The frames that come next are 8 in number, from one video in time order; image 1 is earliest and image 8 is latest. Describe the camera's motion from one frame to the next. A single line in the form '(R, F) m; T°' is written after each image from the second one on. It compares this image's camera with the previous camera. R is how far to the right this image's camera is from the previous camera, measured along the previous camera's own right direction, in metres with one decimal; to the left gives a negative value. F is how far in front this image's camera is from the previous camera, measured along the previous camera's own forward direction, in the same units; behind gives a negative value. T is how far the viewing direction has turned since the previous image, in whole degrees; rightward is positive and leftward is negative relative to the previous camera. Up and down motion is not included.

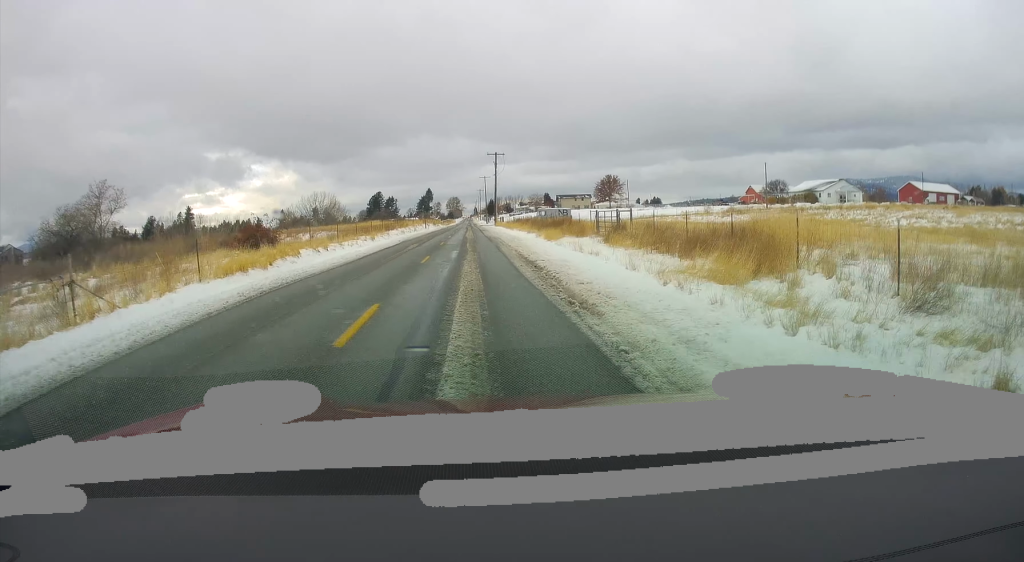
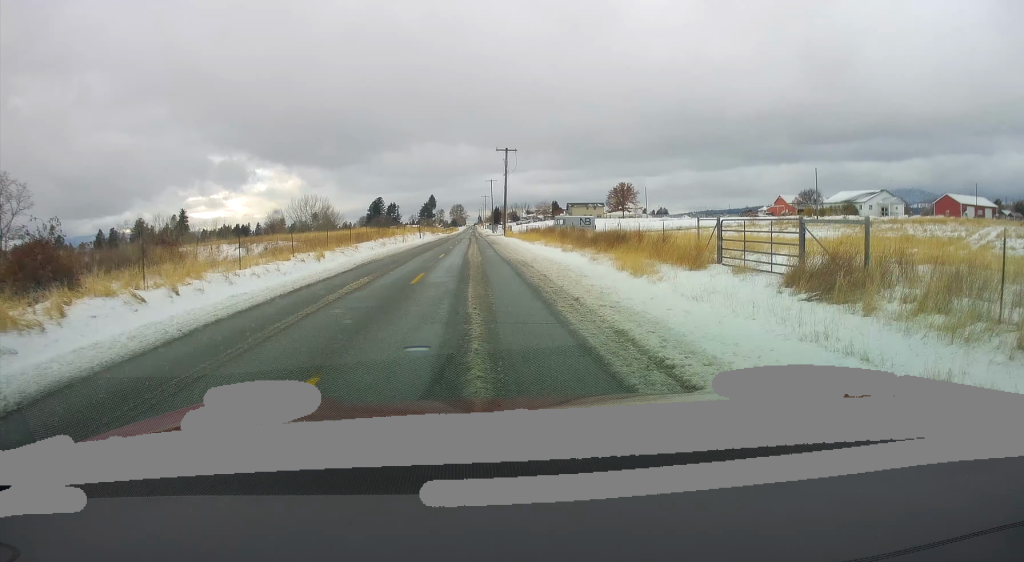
(+0.1, +15.5) m; -2°
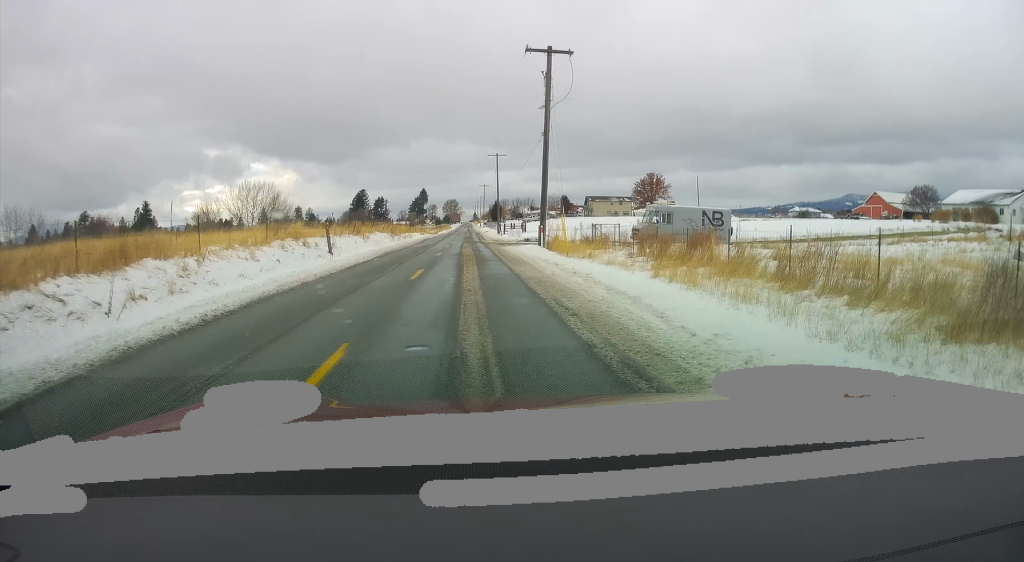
(-0.6, +45.7) m; 0°
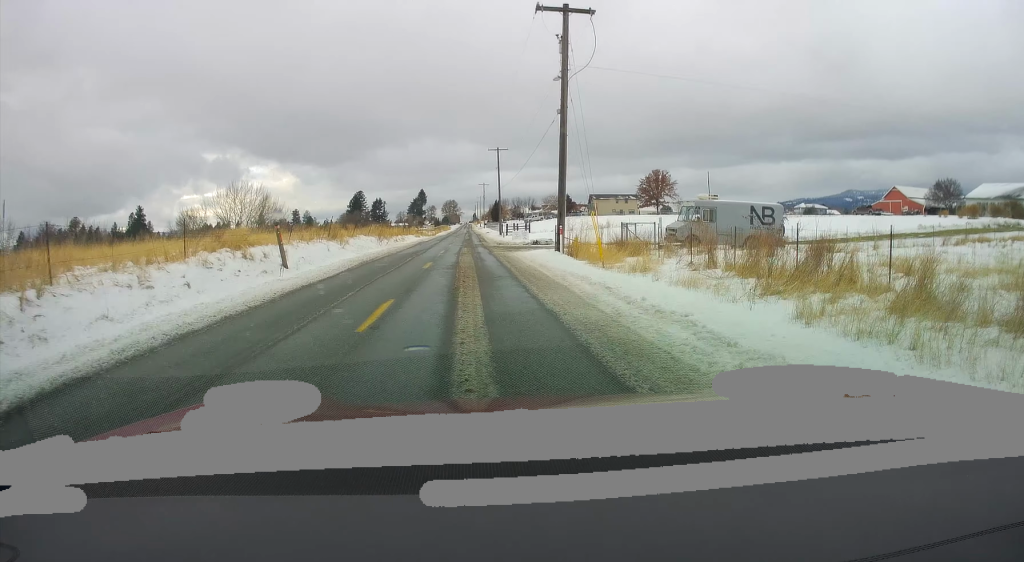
(+0.1, +6.9) m; 0°
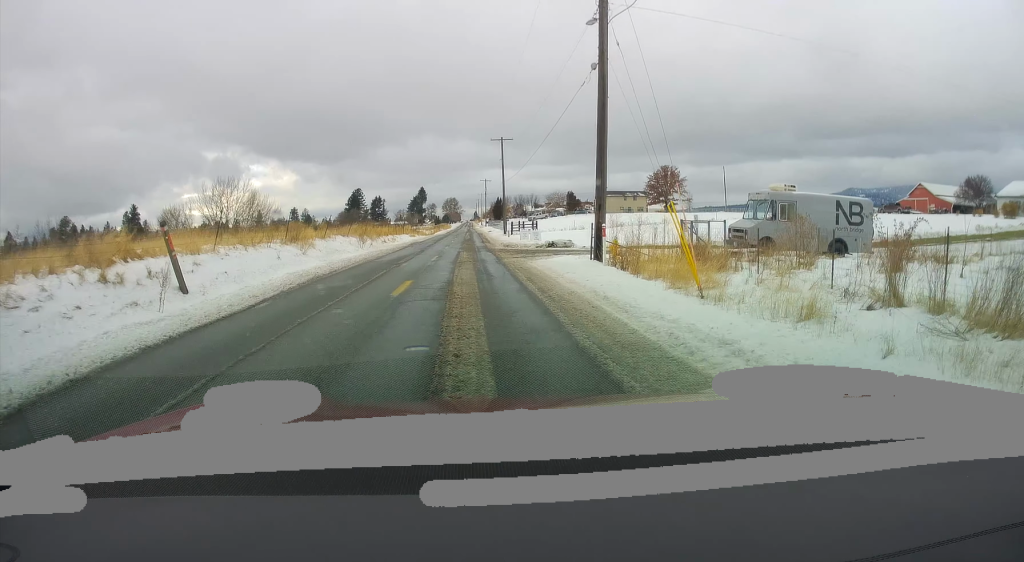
(+0.3, +8.1) m; 0°
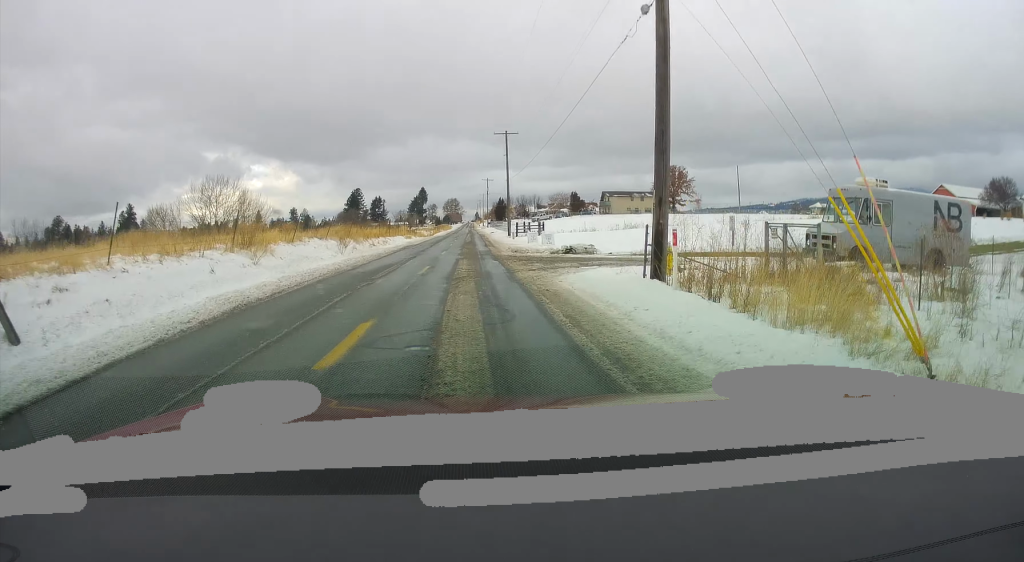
(-0.1, +6.3) m; 0°
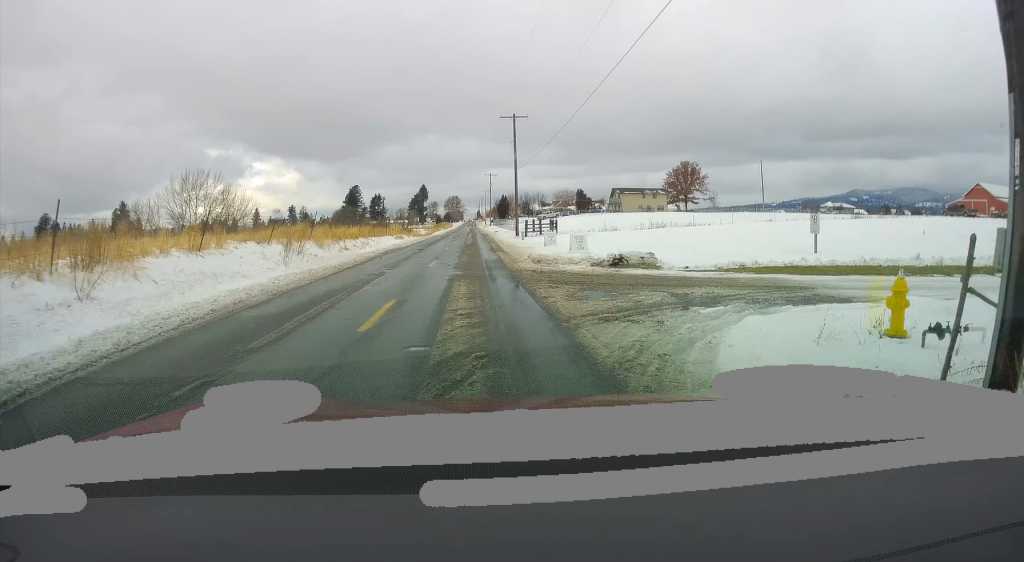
(-0.3, +9.4) m; 0°
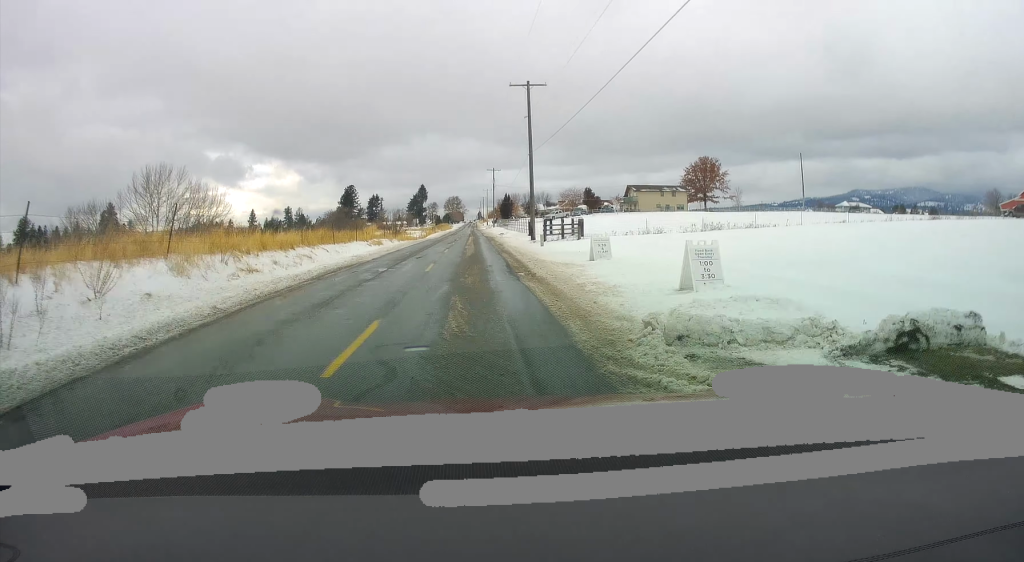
(+0.4, +13.8) m; 0°
